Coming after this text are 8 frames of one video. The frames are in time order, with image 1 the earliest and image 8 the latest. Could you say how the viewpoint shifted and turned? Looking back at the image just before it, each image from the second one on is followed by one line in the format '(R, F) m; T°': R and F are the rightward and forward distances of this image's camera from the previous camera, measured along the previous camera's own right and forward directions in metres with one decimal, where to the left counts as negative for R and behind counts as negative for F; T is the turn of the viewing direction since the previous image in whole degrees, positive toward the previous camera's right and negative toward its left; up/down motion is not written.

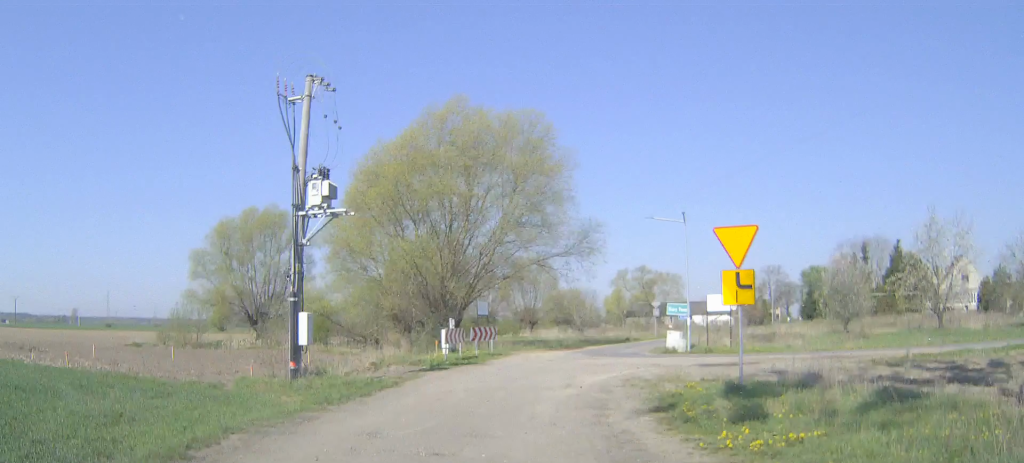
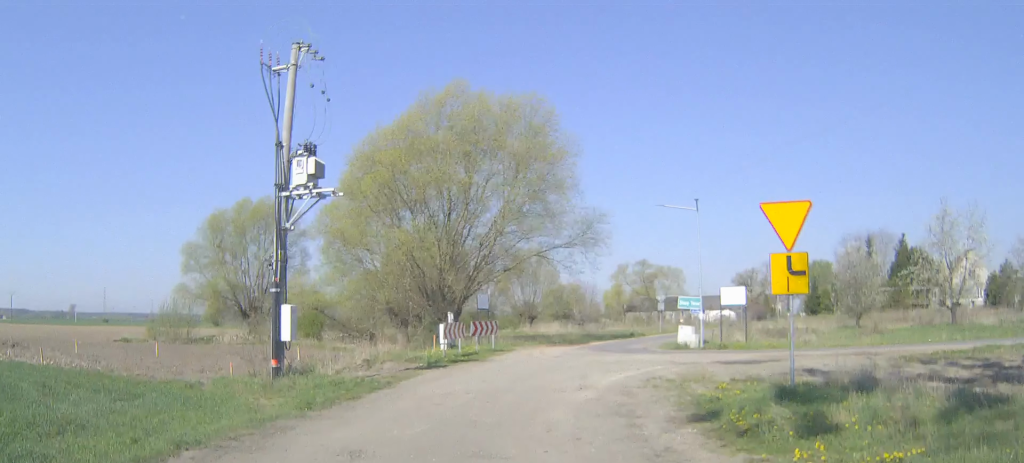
(0.0, +2.1) m; 0°
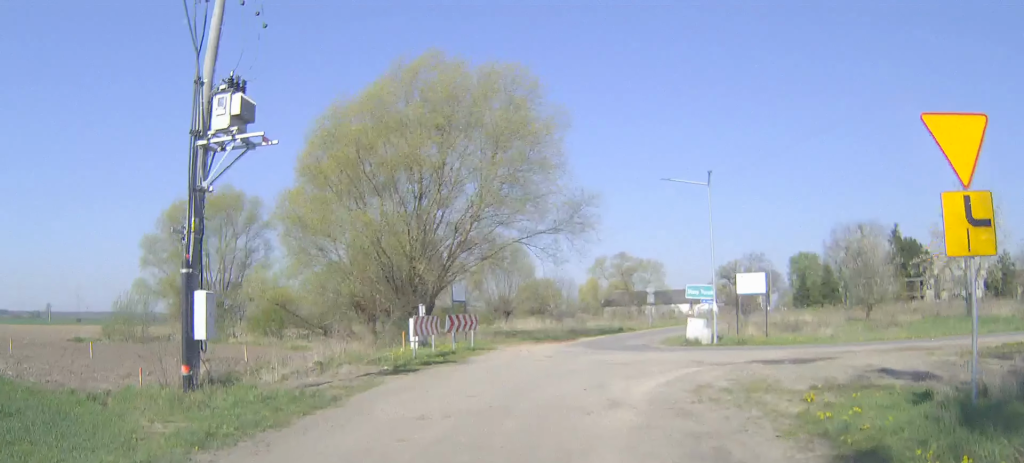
(0.0, +4.7) m; +2°
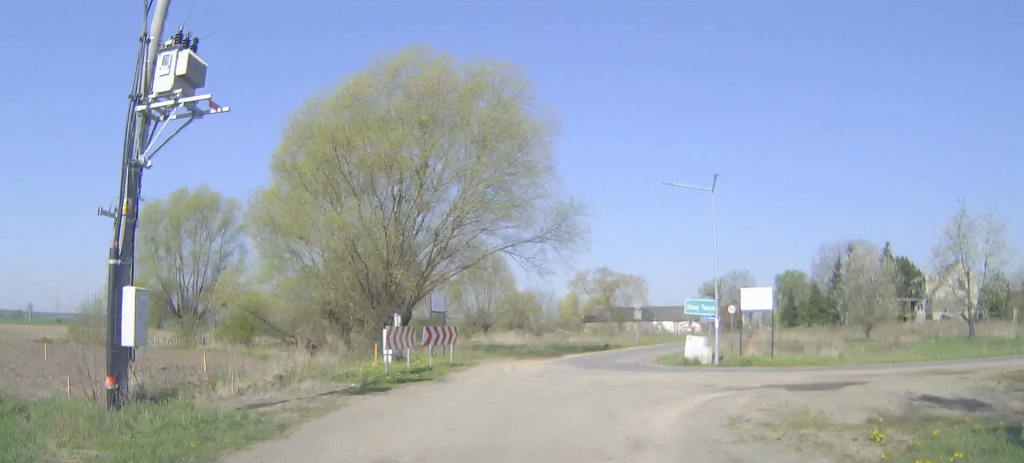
(+0.1, +2.4) m; +1°
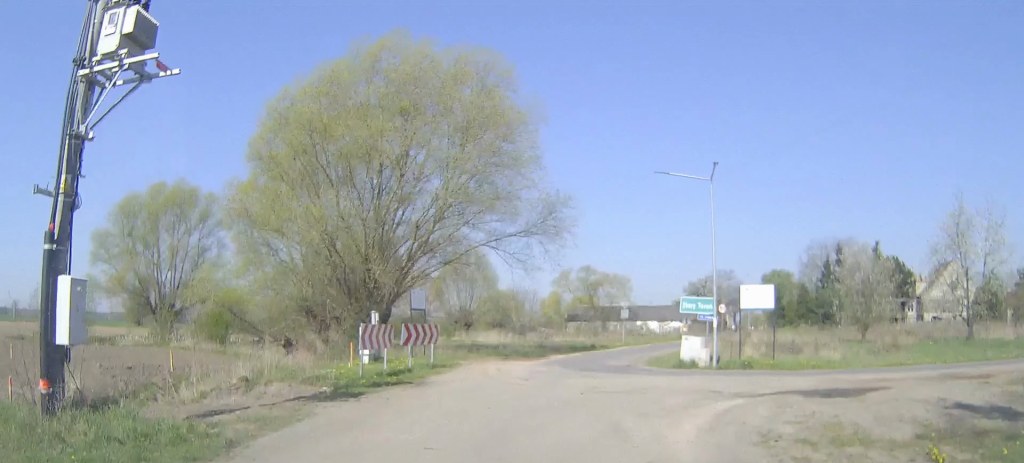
(0.0, +1.7) m; 0°
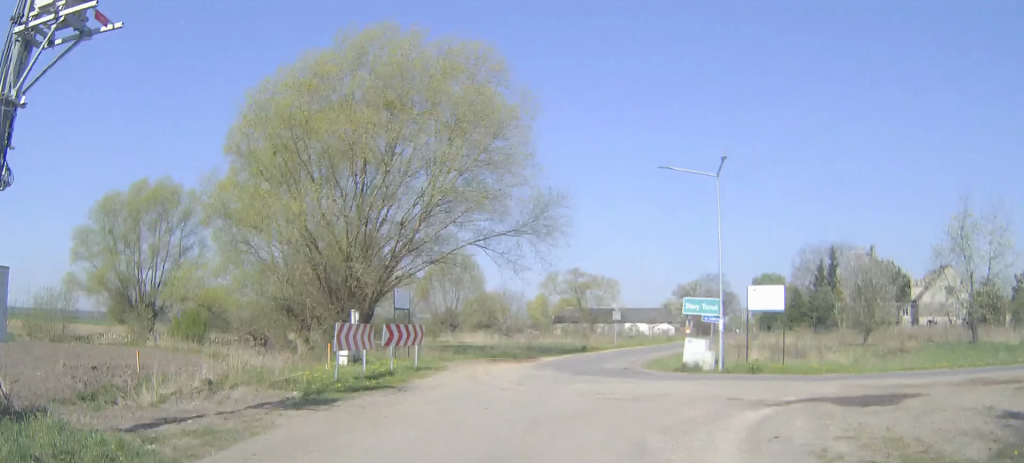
(0.0, +2.0) m; 0°
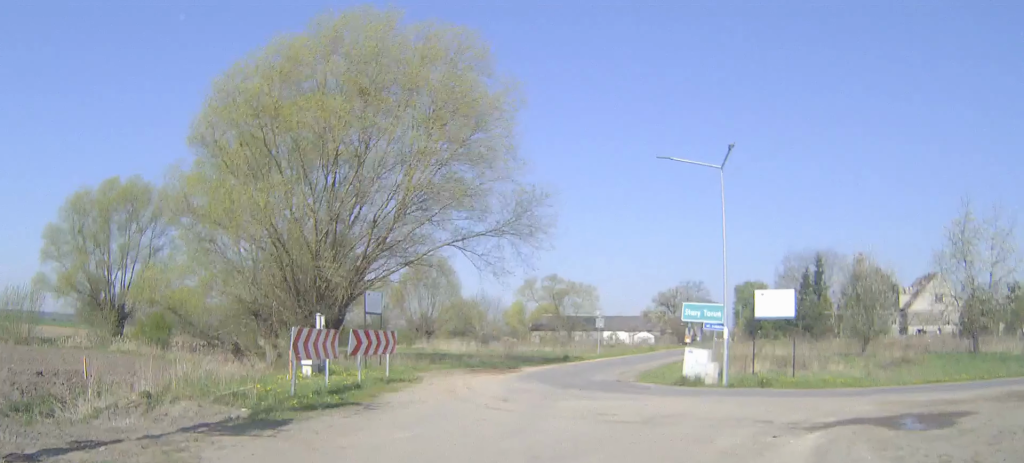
(0.0, +2.6) m; +2°
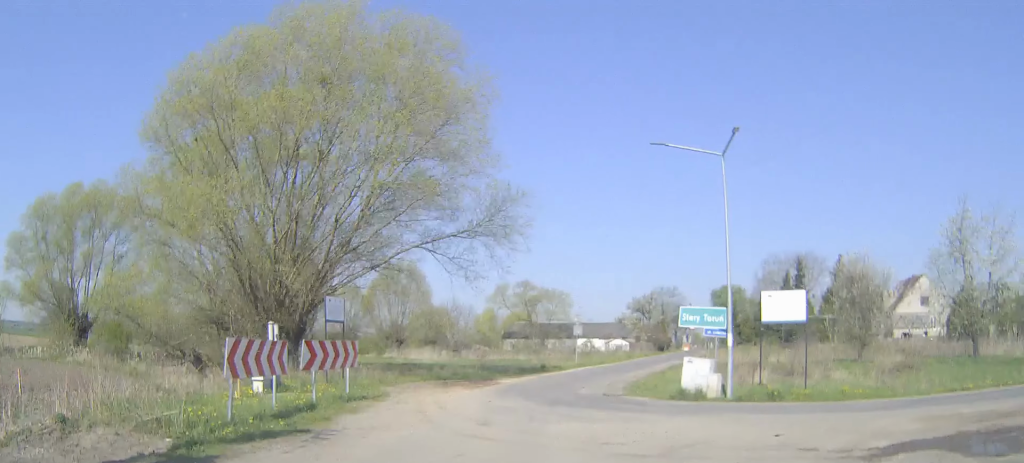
(+0.1, +2.8) m; +3°
